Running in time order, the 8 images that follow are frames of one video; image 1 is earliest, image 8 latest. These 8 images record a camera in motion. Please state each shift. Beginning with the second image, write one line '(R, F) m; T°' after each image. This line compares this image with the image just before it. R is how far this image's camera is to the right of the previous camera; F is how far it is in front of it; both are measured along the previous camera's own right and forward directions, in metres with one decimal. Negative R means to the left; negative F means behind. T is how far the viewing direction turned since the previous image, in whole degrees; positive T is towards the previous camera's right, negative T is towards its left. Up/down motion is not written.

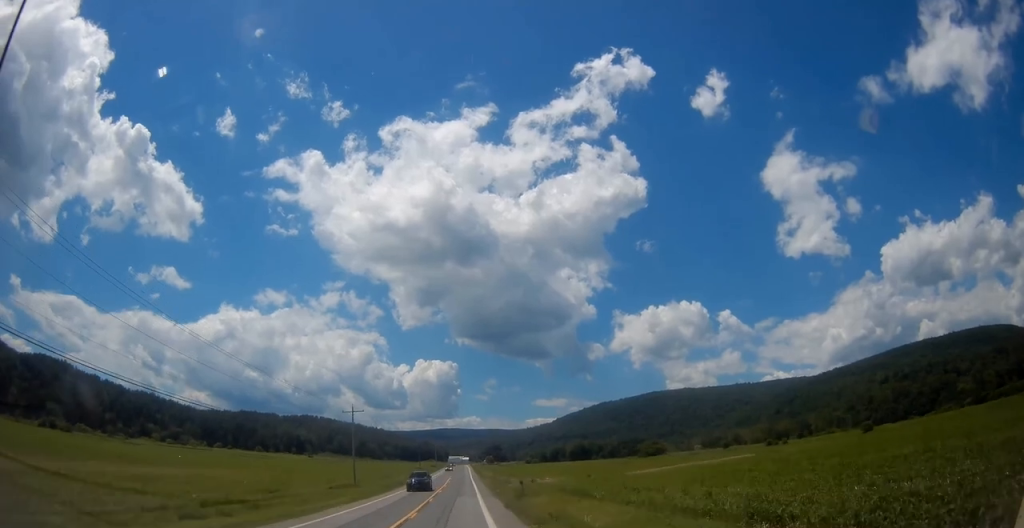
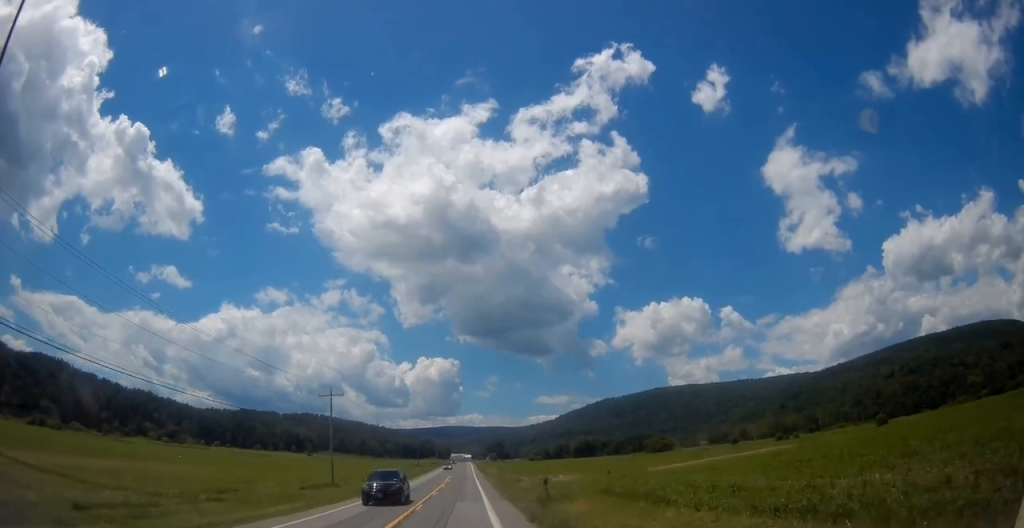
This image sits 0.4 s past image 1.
(+0.1, +10.7) m; 0°
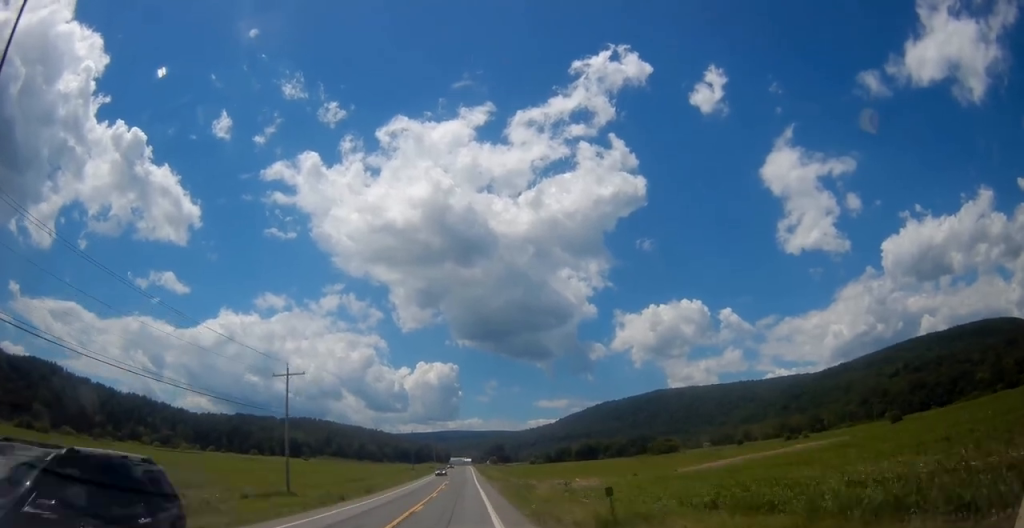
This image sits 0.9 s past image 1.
(-0.3, +12.4) m; -1°
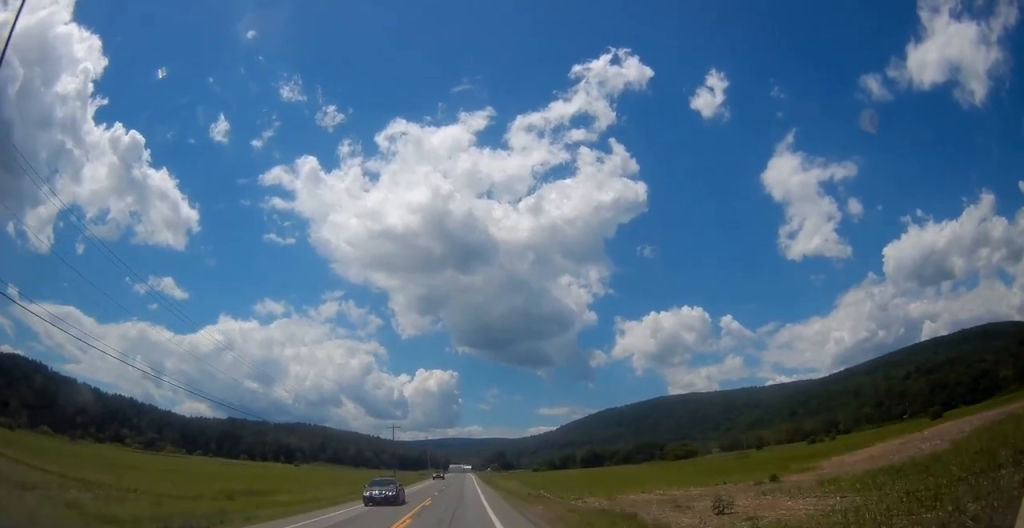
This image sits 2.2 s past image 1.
(-0.2, +30.6) m; 0°
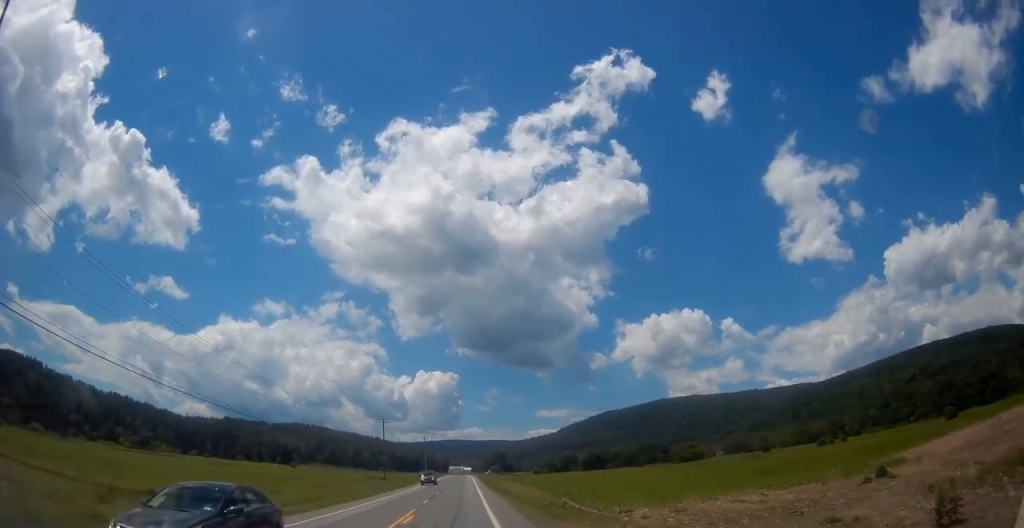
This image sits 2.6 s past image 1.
(0.0, +10.7) m; 0°
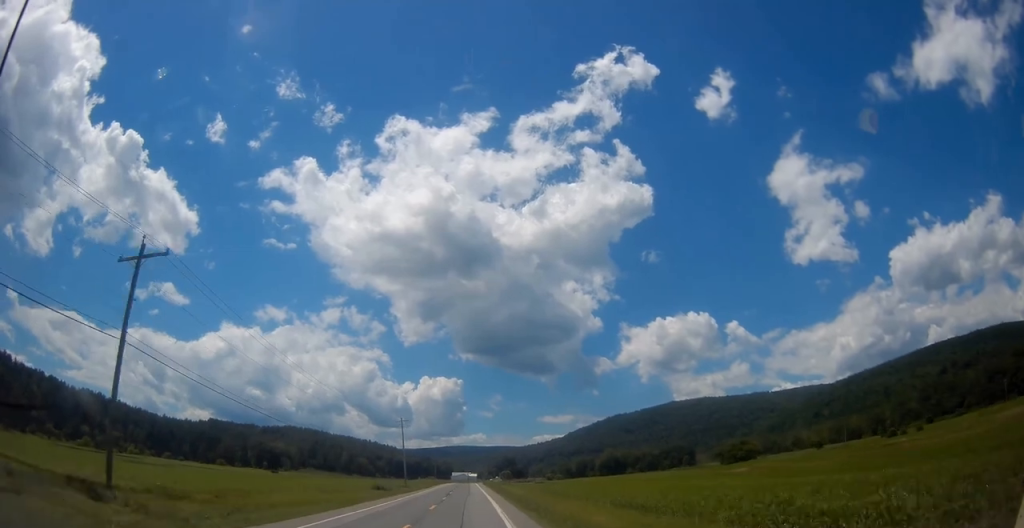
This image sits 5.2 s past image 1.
(+0.5, +64.1) m; 0°
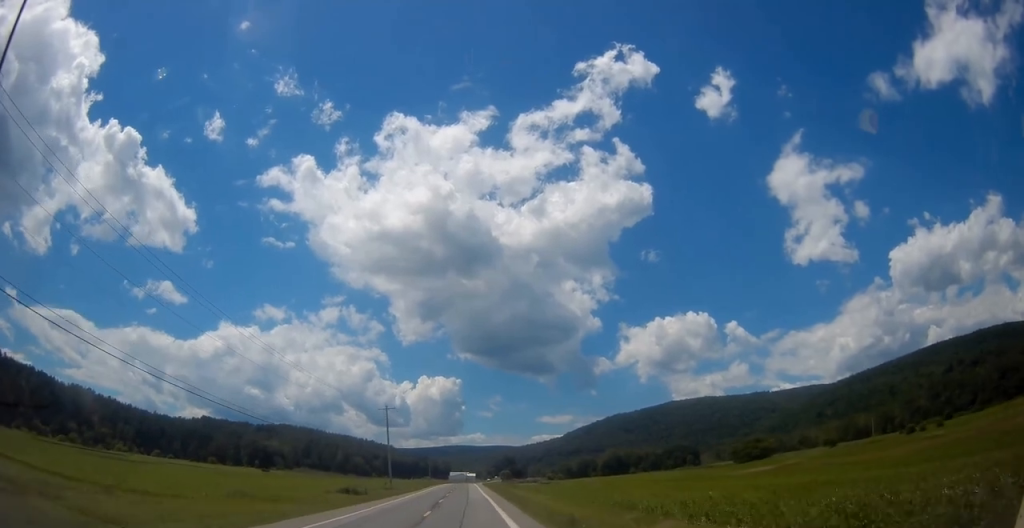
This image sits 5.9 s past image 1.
(-0.3, +17.1) m; 0°
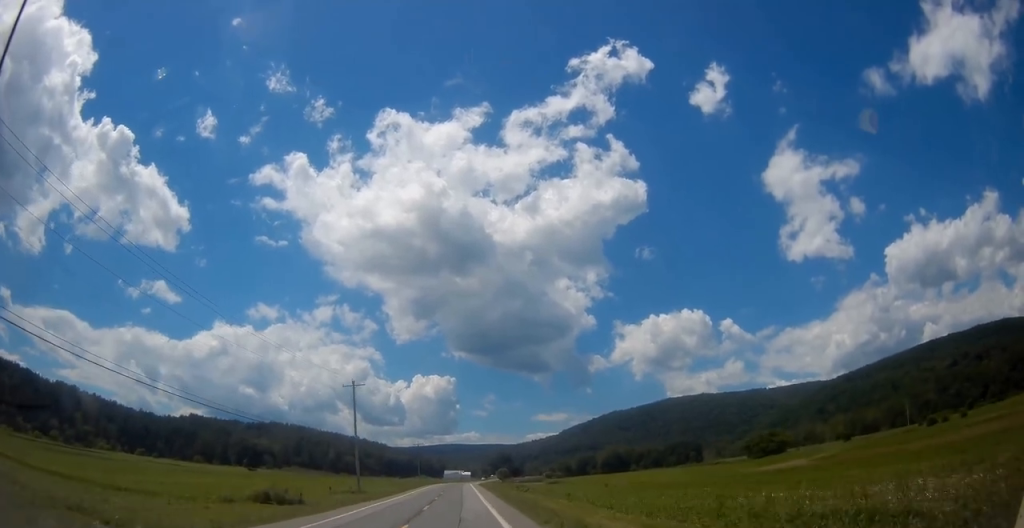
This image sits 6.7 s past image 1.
(0.0, +20.4) m; 0°
